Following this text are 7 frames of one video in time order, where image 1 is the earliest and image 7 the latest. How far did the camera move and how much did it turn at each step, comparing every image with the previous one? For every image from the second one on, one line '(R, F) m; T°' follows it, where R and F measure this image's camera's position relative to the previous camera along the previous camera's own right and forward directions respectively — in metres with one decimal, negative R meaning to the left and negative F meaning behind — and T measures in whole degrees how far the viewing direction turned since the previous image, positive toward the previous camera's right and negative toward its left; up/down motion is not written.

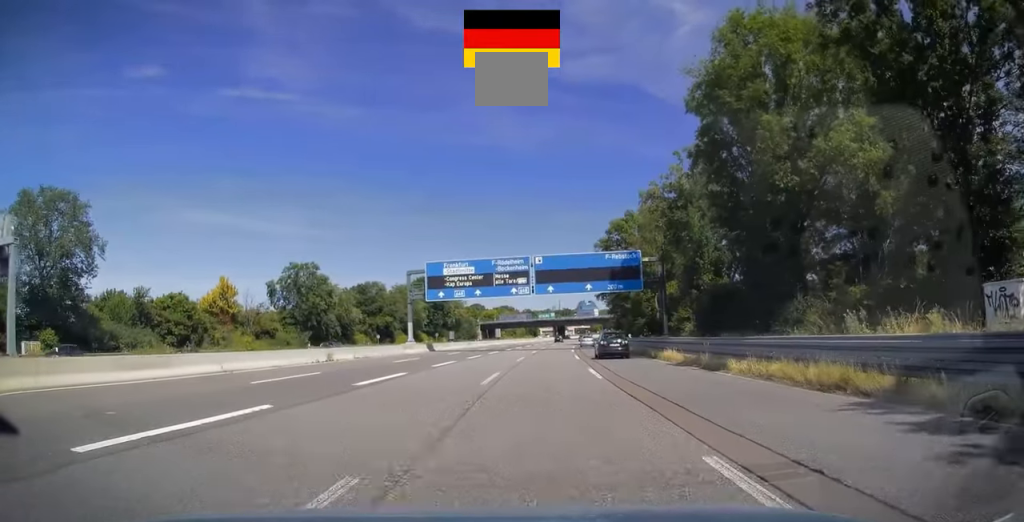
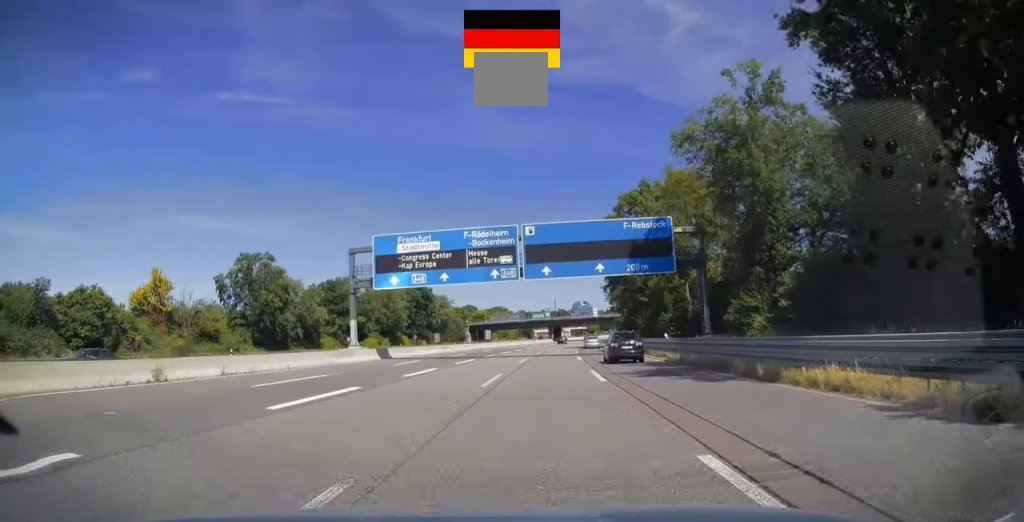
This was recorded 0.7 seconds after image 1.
(+0.2, +18.0) m; +1°
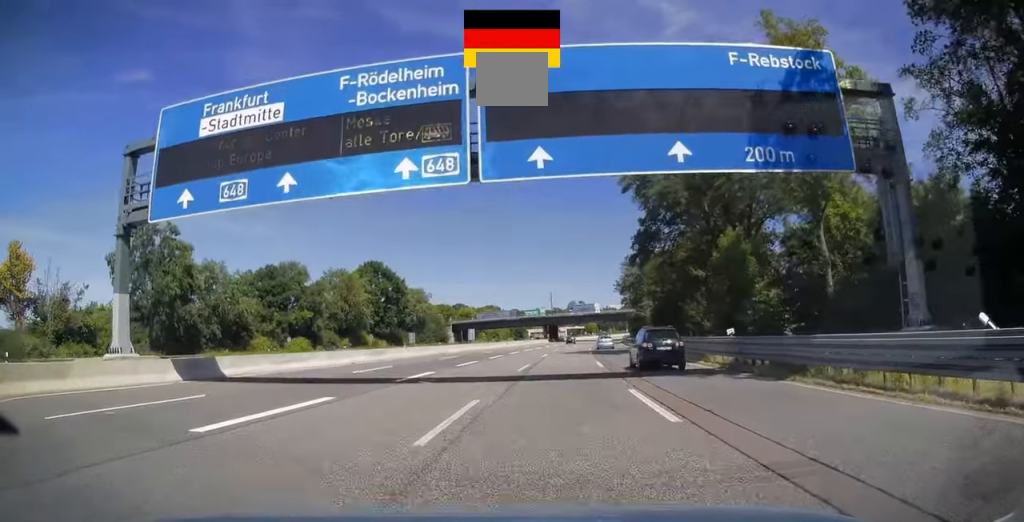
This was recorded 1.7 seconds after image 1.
(+0.5, +27.3) m; +1°
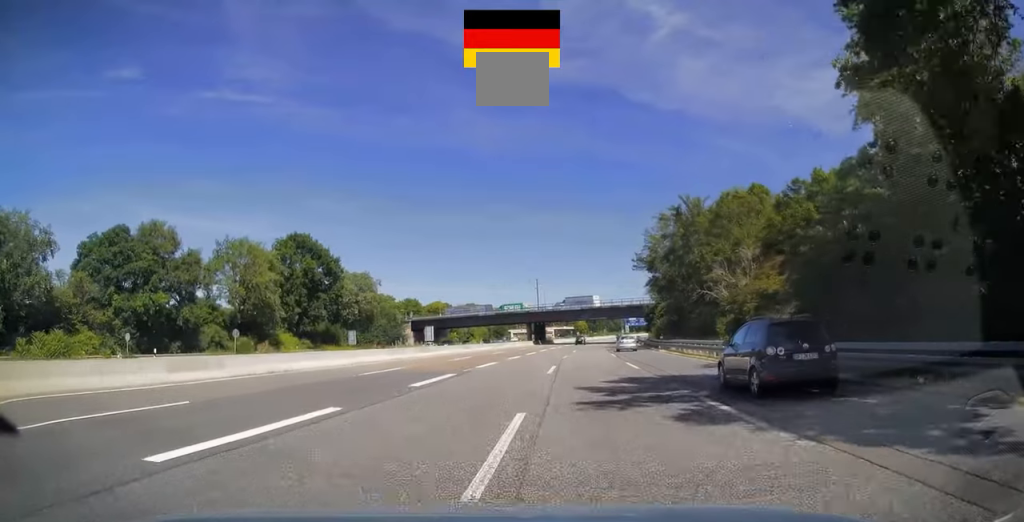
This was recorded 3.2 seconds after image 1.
(-0.1, +38.4) m; 0°
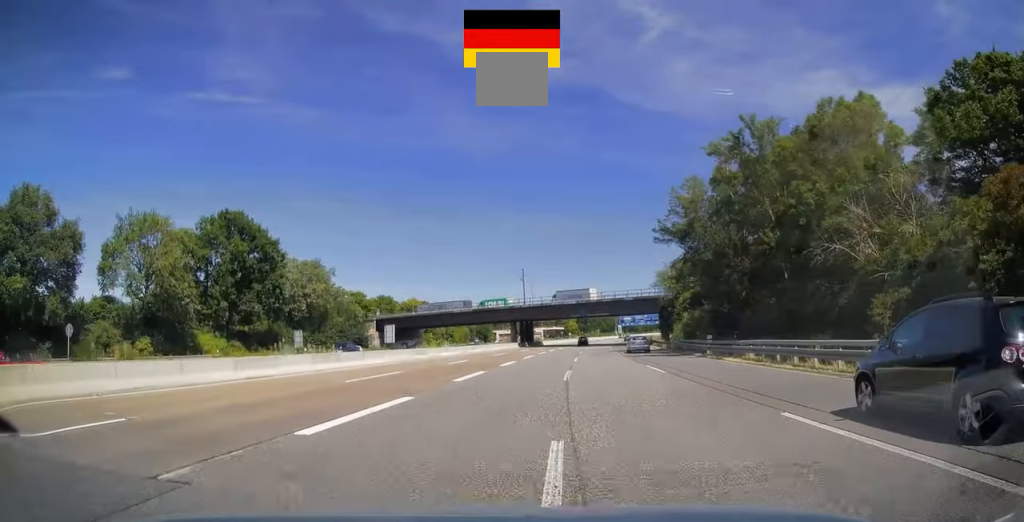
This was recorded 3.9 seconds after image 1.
(+0.3, +21.3) m; +2°
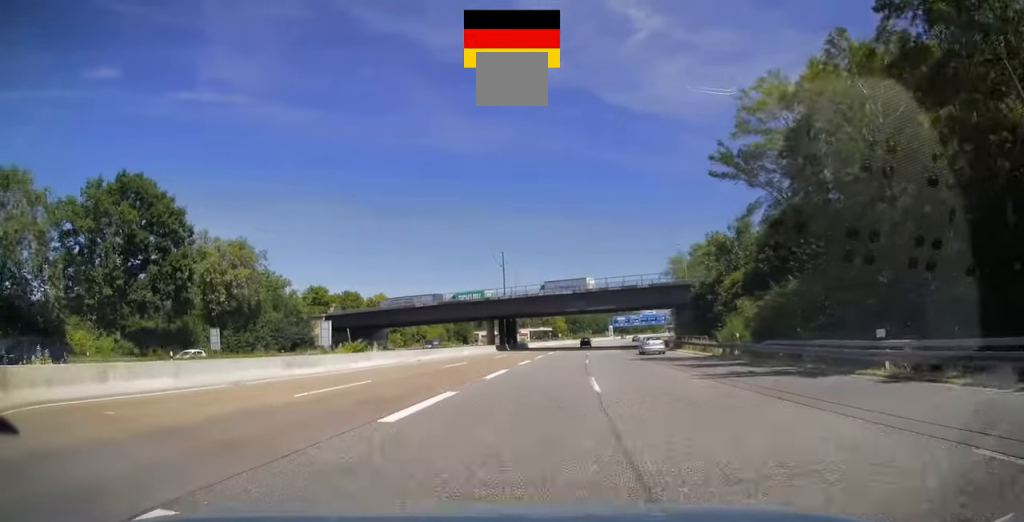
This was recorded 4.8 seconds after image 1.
(+0.4, +22.4) m; +2°
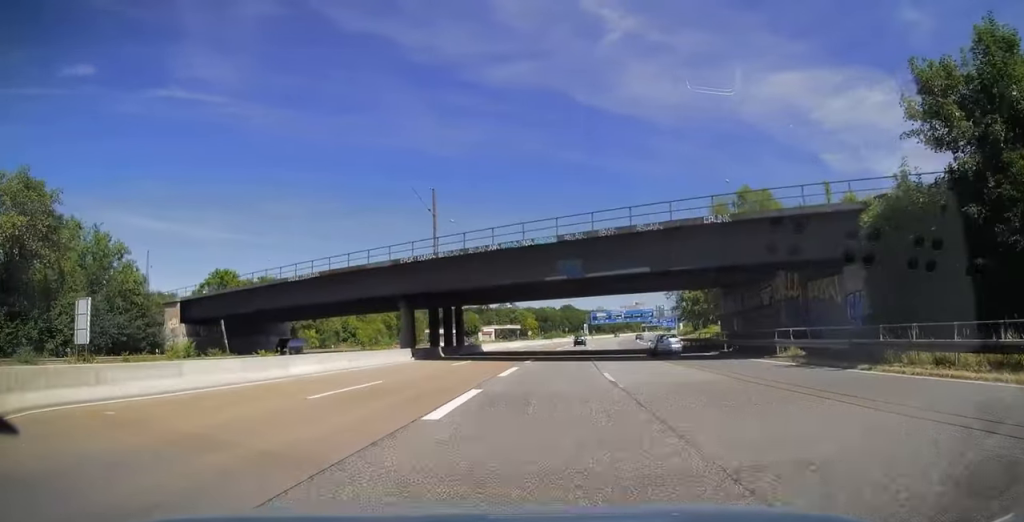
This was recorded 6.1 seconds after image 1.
(+0.7, +36.0) m; +2°
